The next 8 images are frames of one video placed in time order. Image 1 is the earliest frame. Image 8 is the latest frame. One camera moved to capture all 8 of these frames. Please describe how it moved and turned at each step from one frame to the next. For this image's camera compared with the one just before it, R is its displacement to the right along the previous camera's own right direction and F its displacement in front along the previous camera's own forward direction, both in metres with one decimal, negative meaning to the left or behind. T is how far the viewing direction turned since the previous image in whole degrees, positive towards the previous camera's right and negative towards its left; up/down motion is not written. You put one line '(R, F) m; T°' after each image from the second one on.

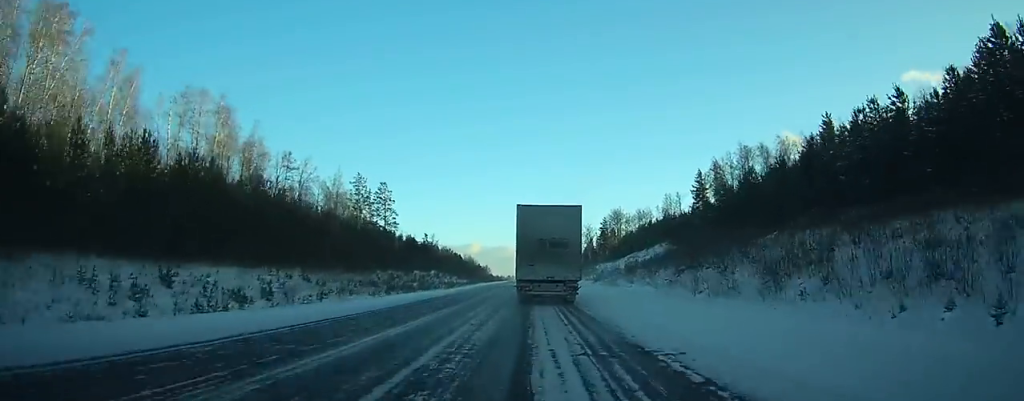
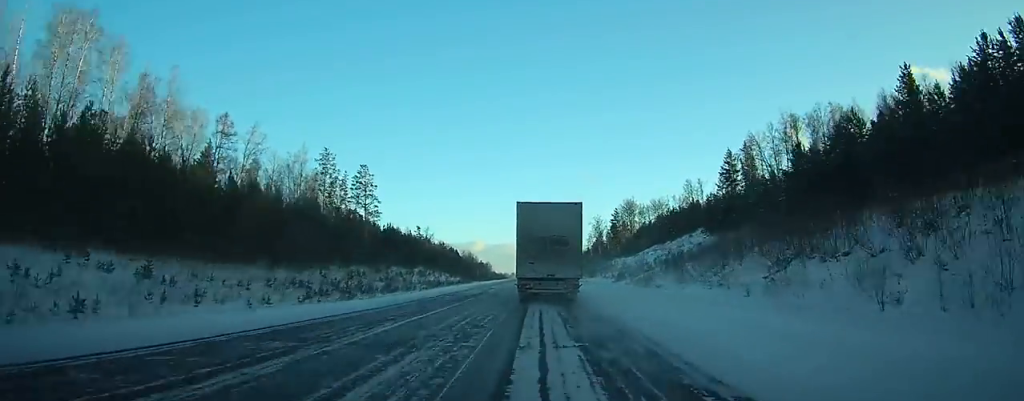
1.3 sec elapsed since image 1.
(+0.1, +26.4) m; 0°
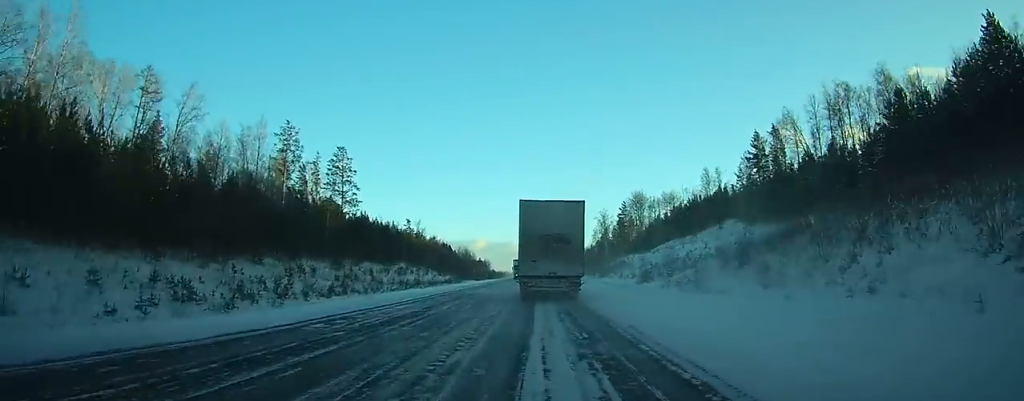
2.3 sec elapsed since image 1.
(-0.1, +20.4) m; 0°
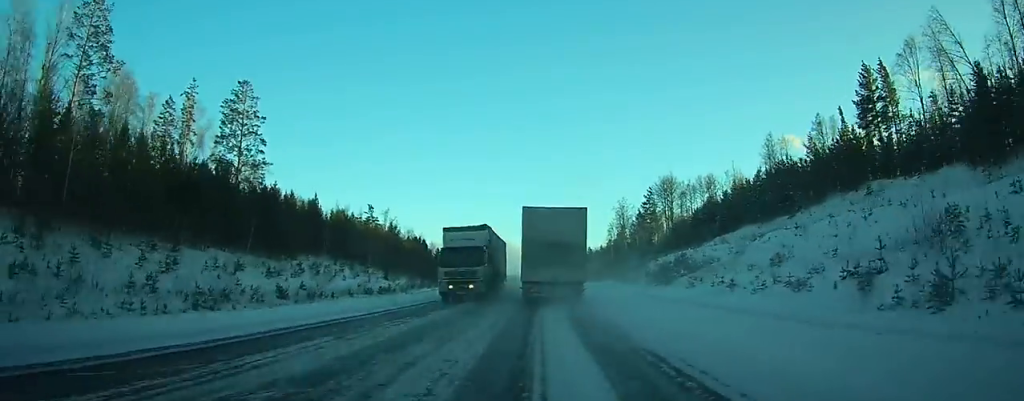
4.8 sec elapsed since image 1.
(-0.3, +50.6) m; 0°
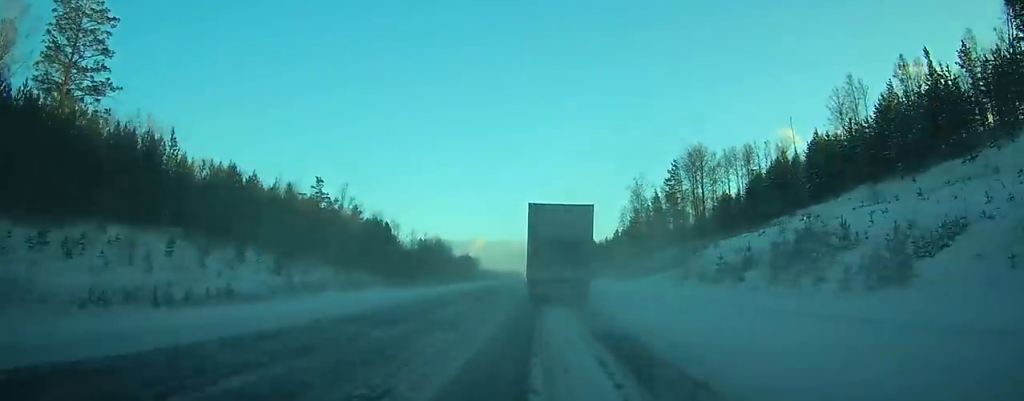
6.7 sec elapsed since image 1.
(+0.1, +36.5) m; 0°
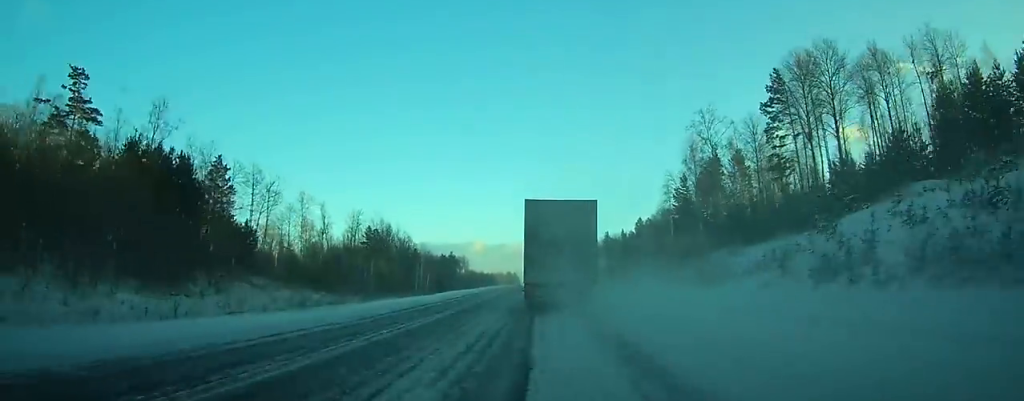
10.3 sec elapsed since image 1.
(+0.3, +68.7) m; 0°
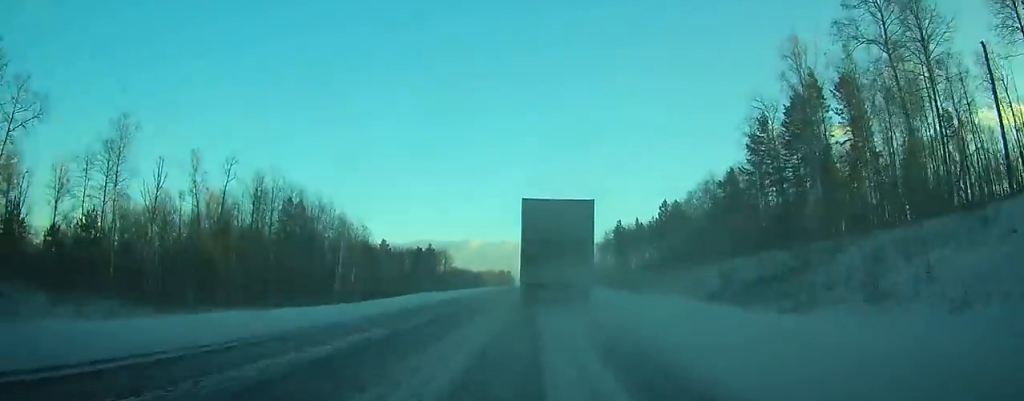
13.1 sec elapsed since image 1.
(-0.2, +51.6) m; 0°
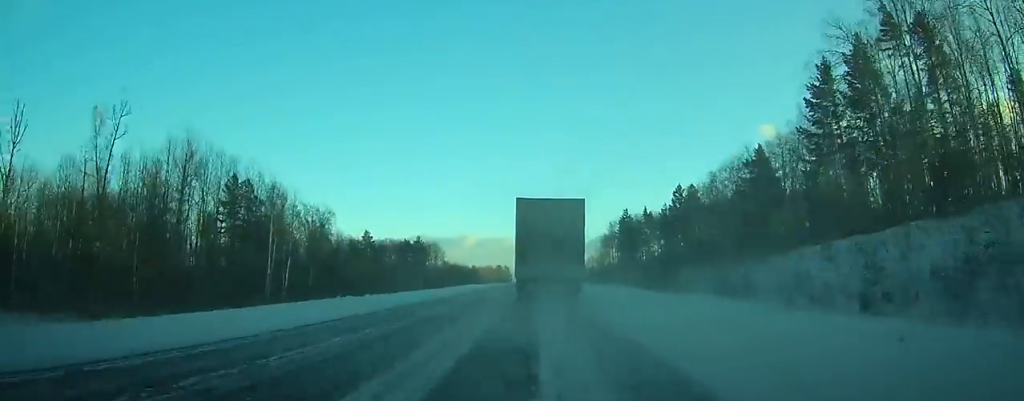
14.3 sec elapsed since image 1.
(0.0, +21.7) m; 0°
